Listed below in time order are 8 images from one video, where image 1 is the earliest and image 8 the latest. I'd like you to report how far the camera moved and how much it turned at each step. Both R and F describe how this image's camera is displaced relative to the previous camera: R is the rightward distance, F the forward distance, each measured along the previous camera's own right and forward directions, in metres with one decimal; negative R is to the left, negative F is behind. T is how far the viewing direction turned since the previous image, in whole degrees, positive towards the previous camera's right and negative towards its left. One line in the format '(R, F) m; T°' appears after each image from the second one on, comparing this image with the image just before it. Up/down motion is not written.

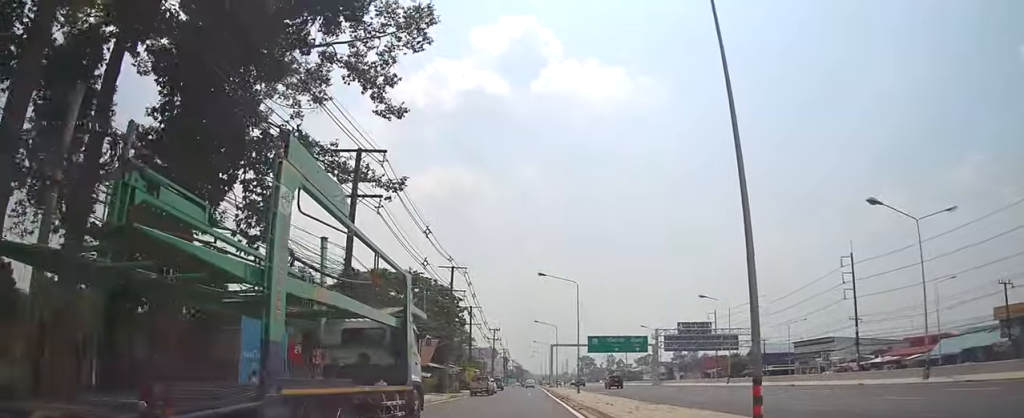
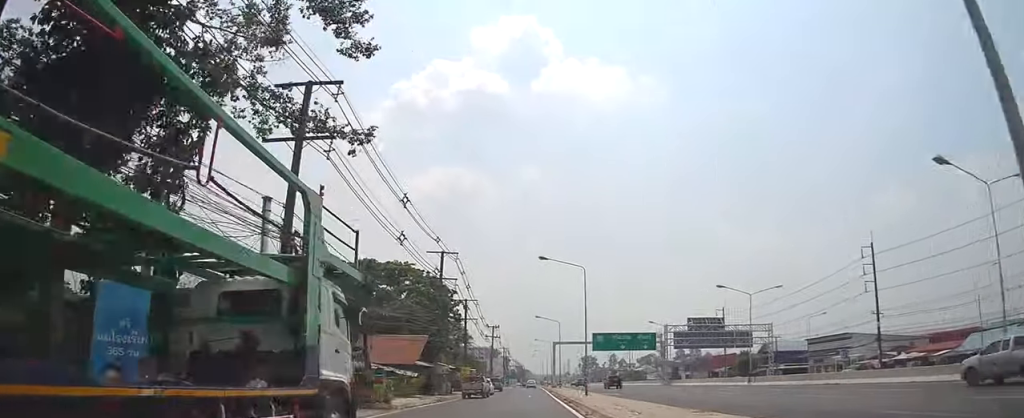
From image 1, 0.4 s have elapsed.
(-0.1, +6.0) m; 0°
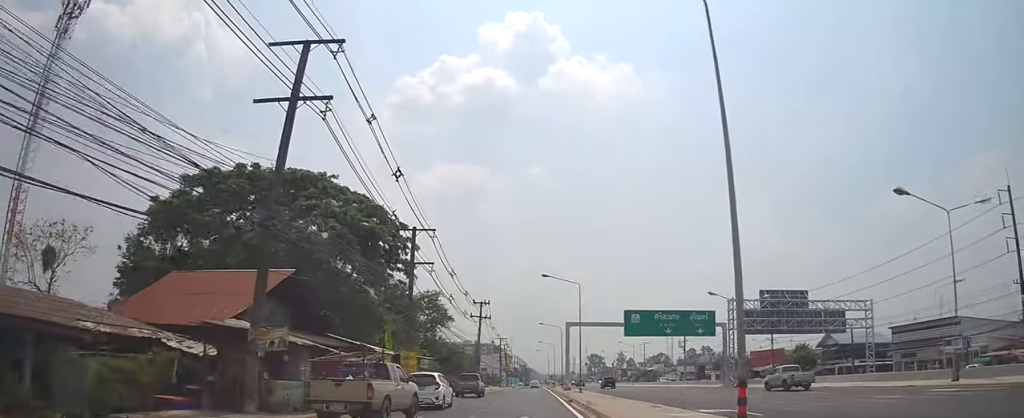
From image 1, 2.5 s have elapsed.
(+1.0, +29.5) m; 0°
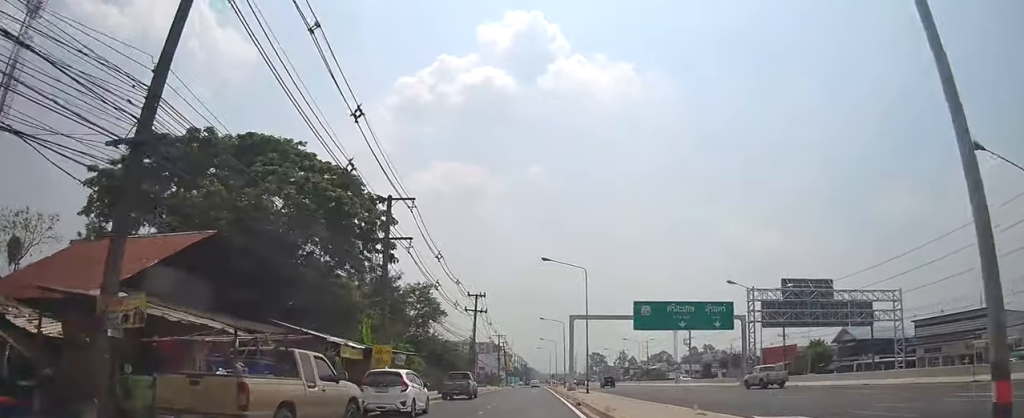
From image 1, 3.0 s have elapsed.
(-0.3, +6.0) m; +1°
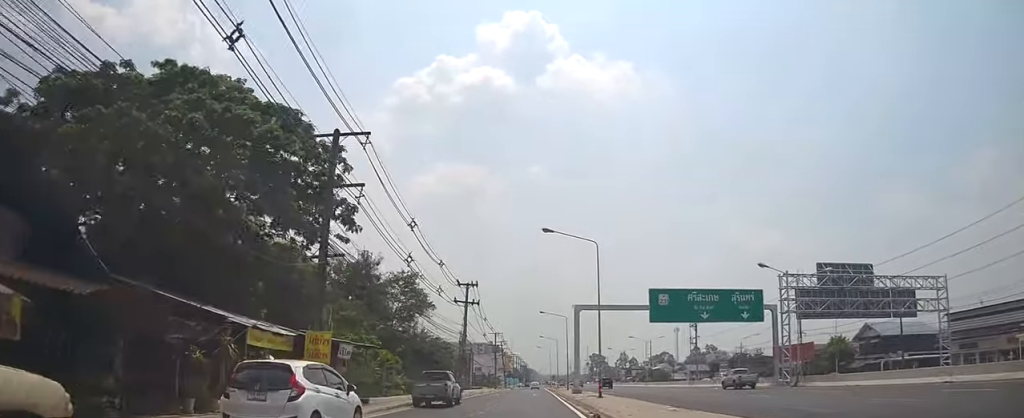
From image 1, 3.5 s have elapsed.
(0.0, +8.1) m; +1°
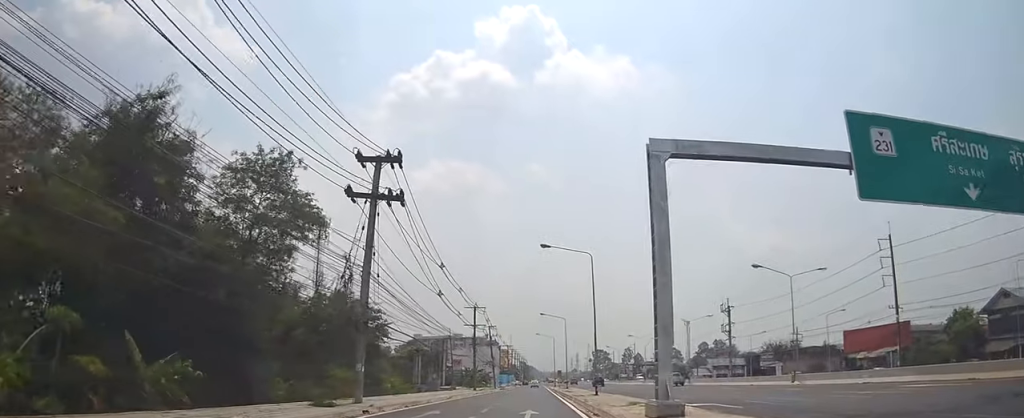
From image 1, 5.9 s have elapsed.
(+0.7, +33.2) m; -1°
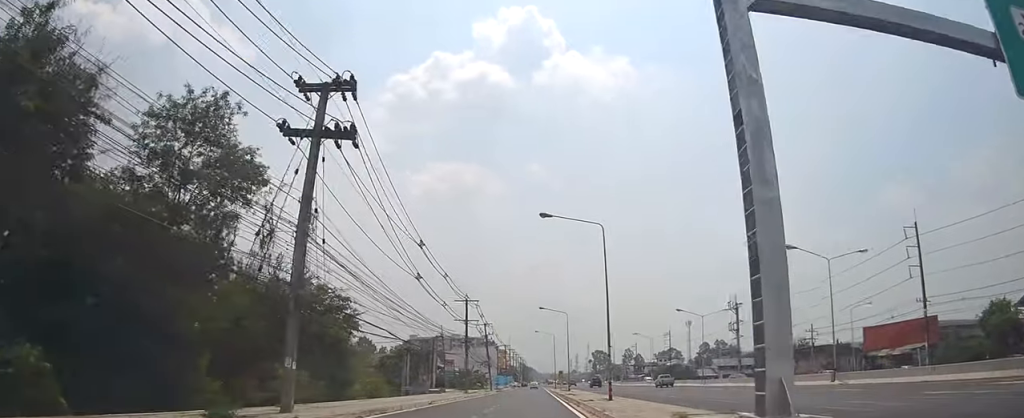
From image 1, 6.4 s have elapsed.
(0.0, +7.0) m; -1°
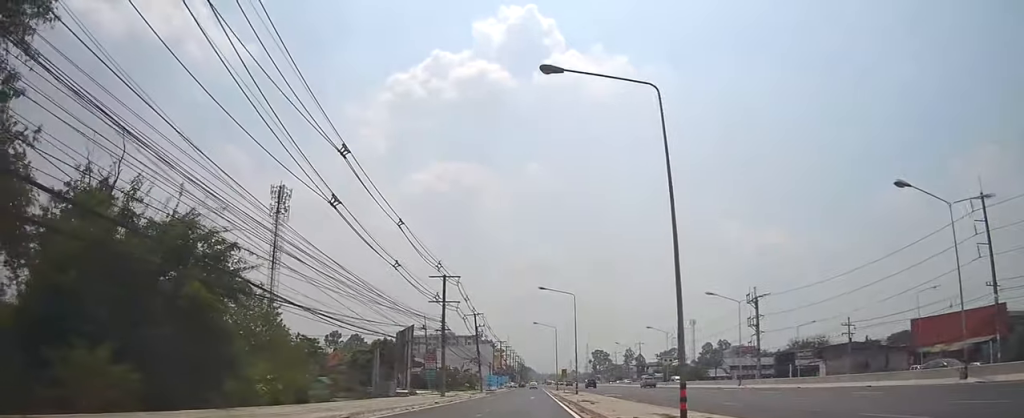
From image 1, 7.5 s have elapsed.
(-0.3, +13.9) m; +1°
